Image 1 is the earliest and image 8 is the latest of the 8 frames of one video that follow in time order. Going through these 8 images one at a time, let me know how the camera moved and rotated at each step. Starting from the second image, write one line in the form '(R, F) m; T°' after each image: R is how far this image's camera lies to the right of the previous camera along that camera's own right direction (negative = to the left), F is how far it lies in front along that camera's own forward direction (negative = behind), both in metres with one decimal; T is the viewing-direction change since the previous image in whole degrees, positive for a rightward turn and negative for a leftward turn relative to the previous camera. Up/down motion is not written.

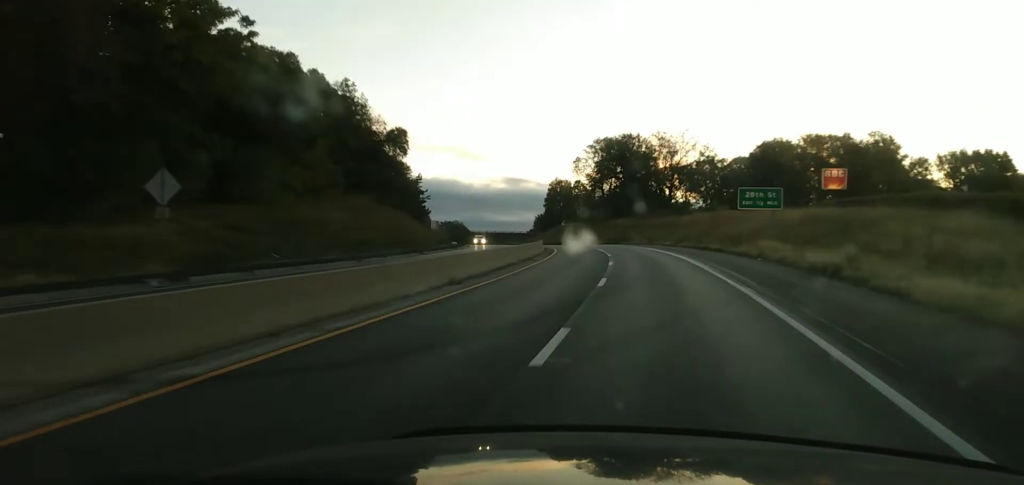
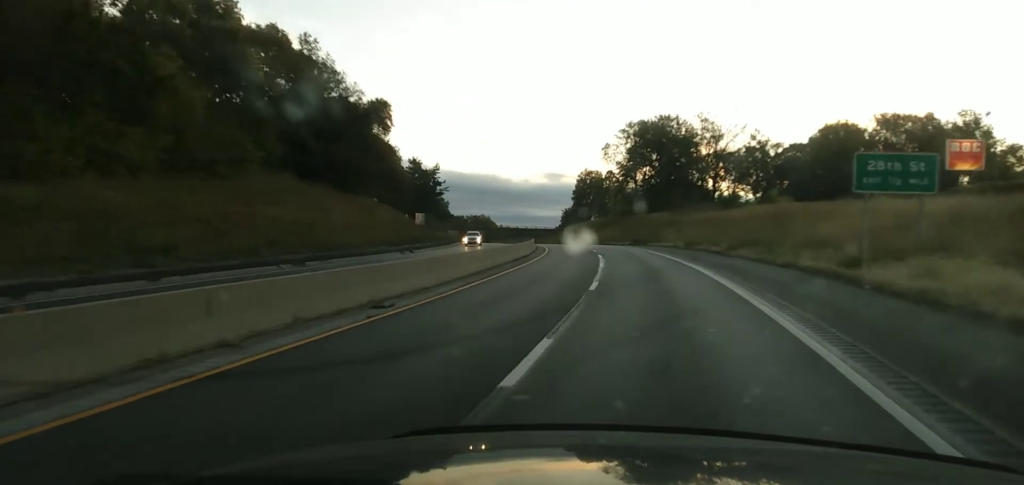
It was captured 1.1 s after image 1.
(-0.3, +26.5) m; -2°
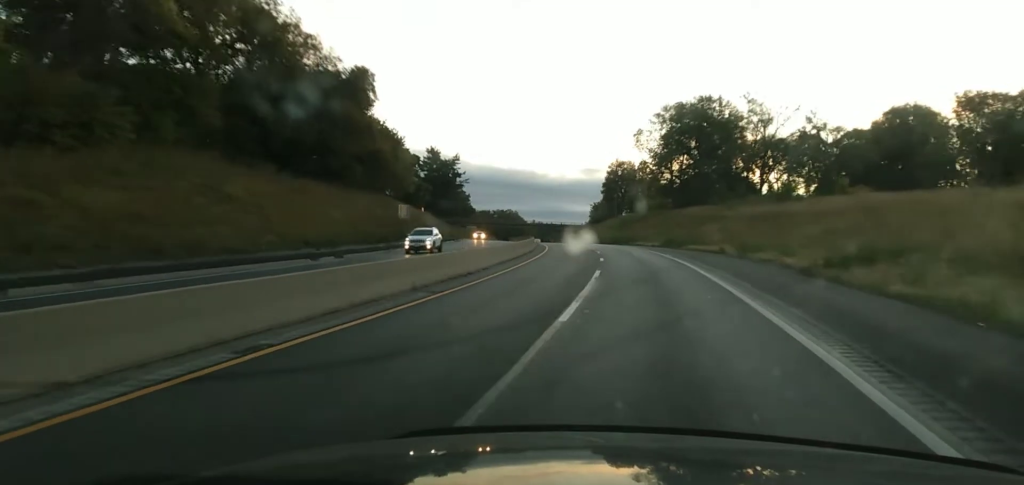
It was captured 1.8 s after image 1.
(-0.5, +19.8) m; -2°
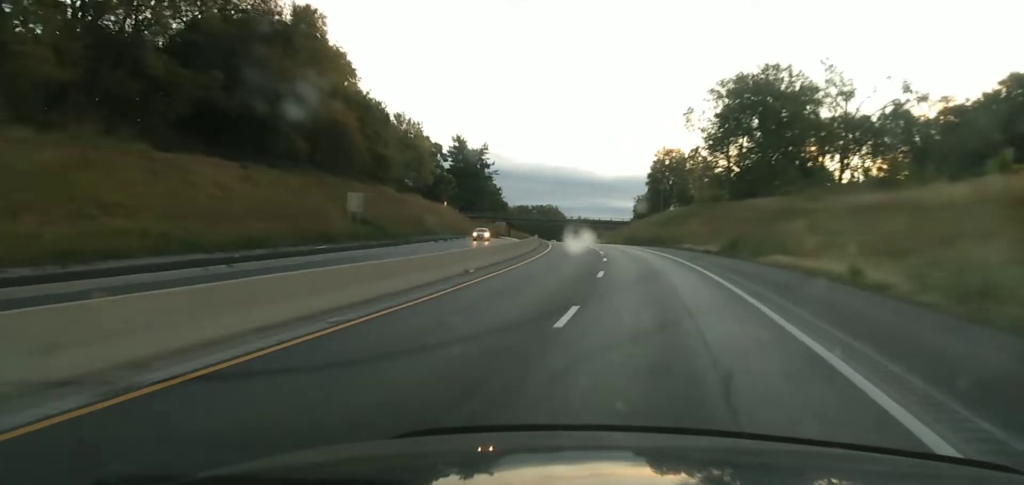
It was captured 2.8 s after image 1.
(-0.5, +25.4) m; -4°
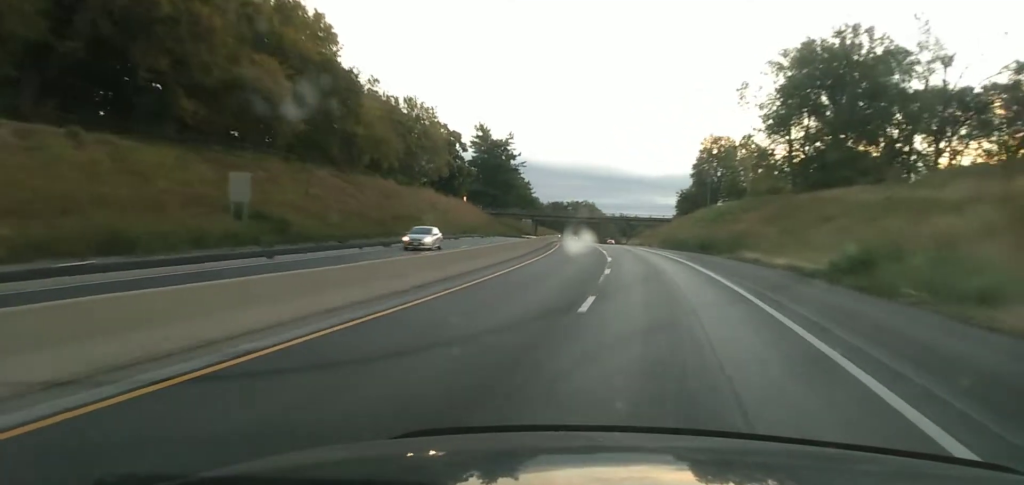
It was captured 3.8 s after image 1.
(-1.2, +22.8) m; -5°
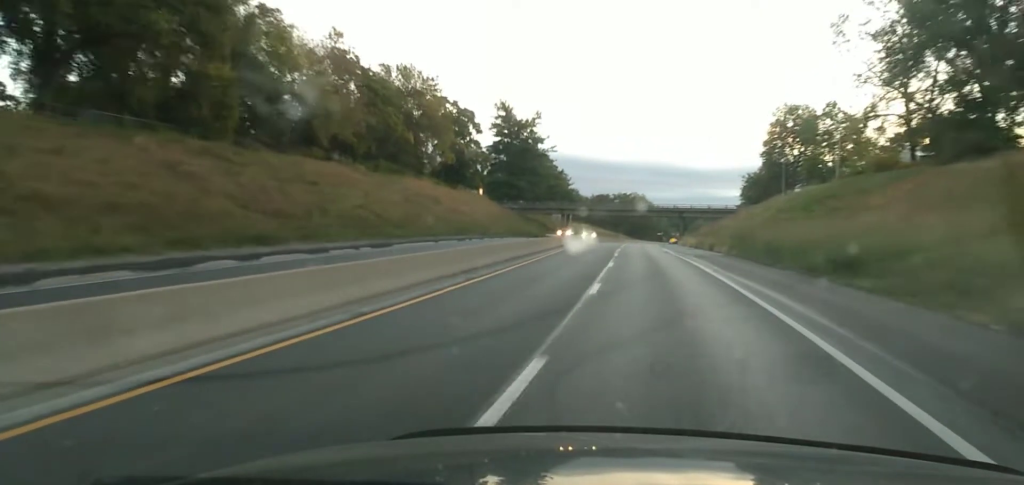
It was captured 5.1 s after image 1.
(-1.4, +33.3) m; -3°
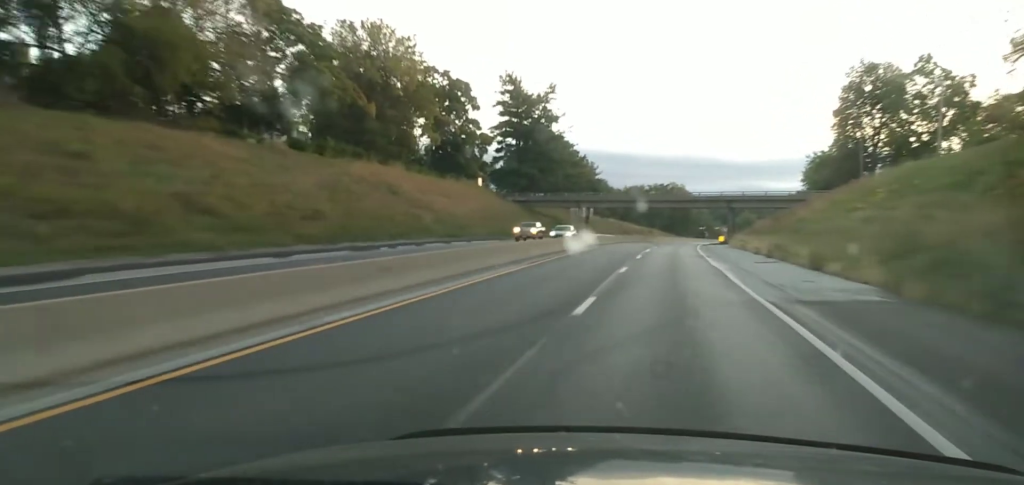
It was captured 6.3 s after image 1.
(-0.3, +30.3) m; -1°
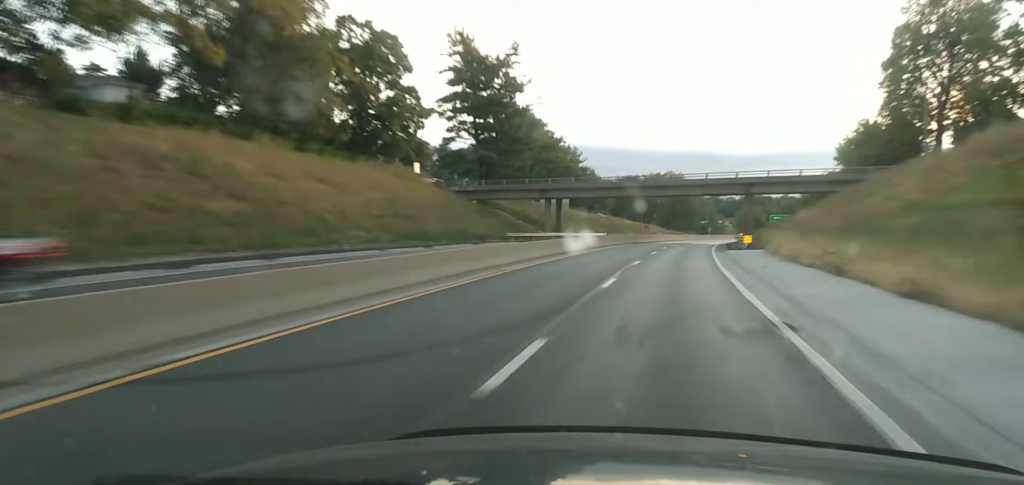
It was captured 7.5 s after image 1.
(-0.5, +31.1) m; -1°
